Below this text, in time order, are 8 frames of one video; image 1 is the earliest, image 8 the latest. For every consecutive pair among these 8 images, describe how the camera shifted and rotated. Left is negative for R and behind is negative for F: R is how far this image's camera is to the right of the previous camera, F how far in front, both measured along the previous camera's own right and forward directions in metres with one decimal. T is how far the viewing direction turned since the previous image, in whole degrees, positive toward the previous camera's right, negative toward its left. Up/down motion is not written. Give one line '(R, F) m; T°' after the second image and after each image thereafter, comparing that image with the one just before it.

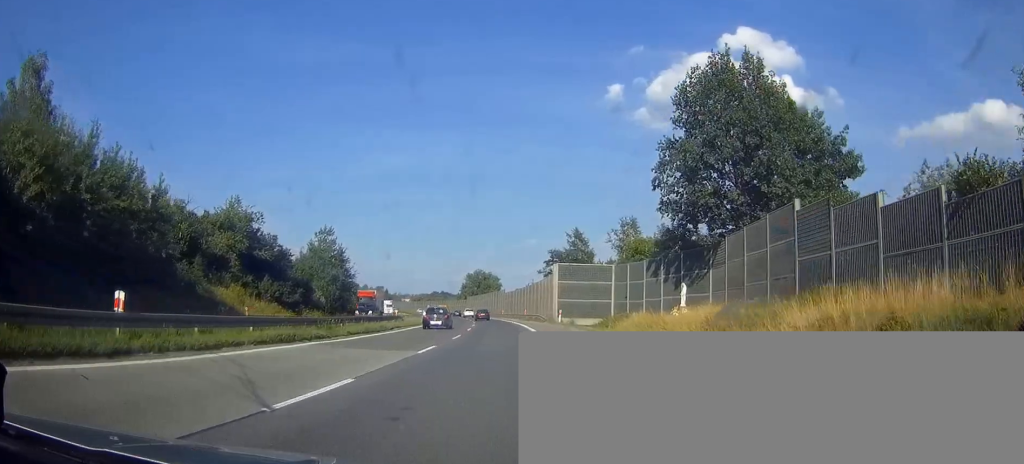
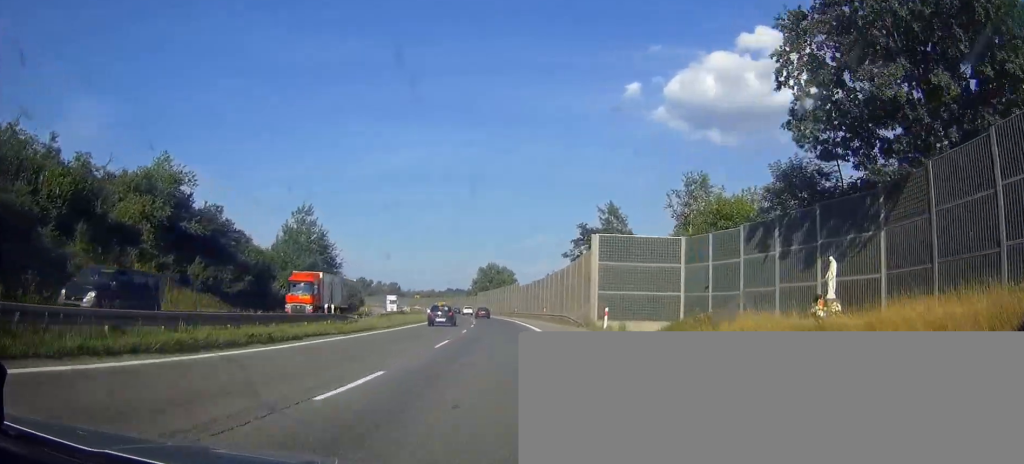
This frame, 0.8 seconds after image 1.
(-0.2, +20.8) m; -4°
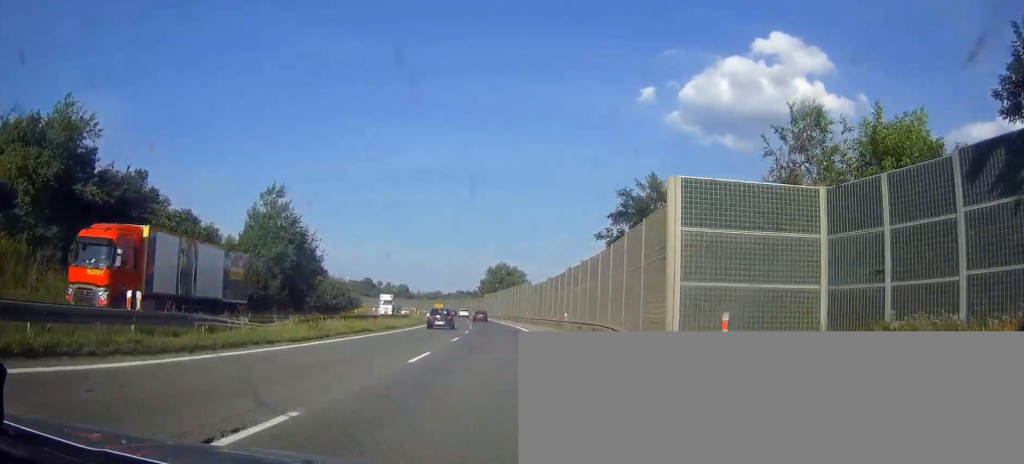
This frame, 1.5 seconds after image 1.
(-0.2, +17.3) m; -4°
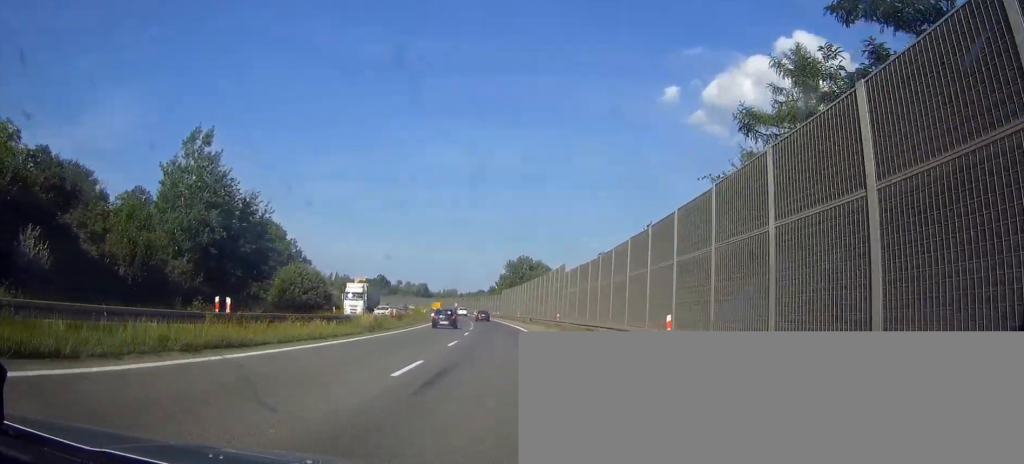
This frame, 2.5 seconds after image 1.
(-2.2, +26.9) m; -5°
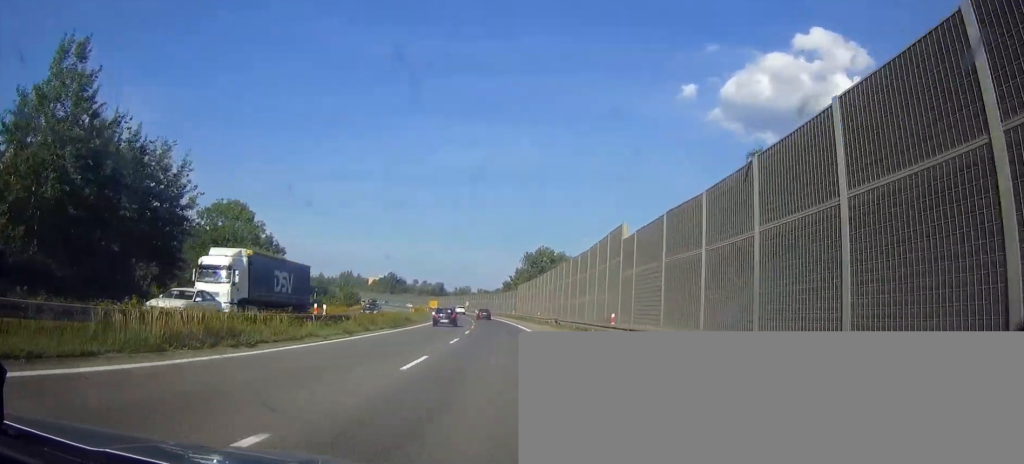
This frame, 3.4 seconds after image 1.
(0.0, +22.7) m; 0°
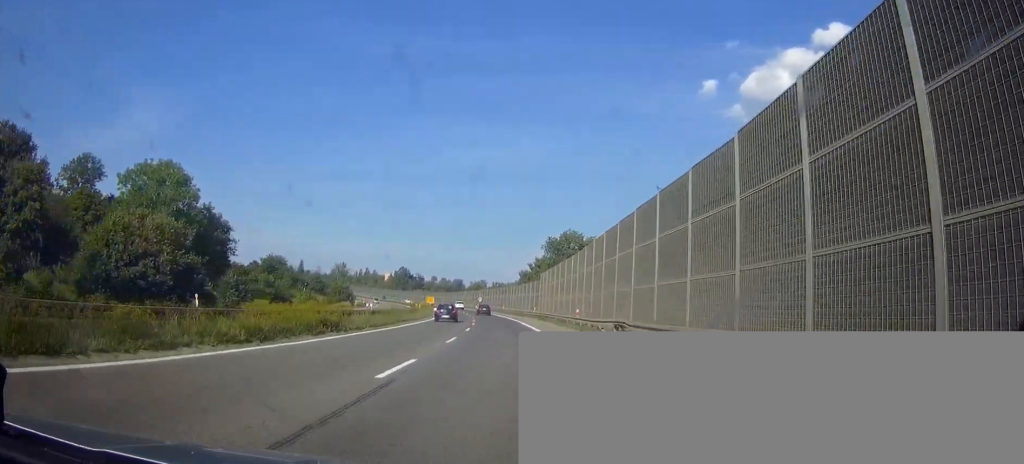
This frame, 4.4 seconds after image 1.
(0.0, +26.3) m; 0°
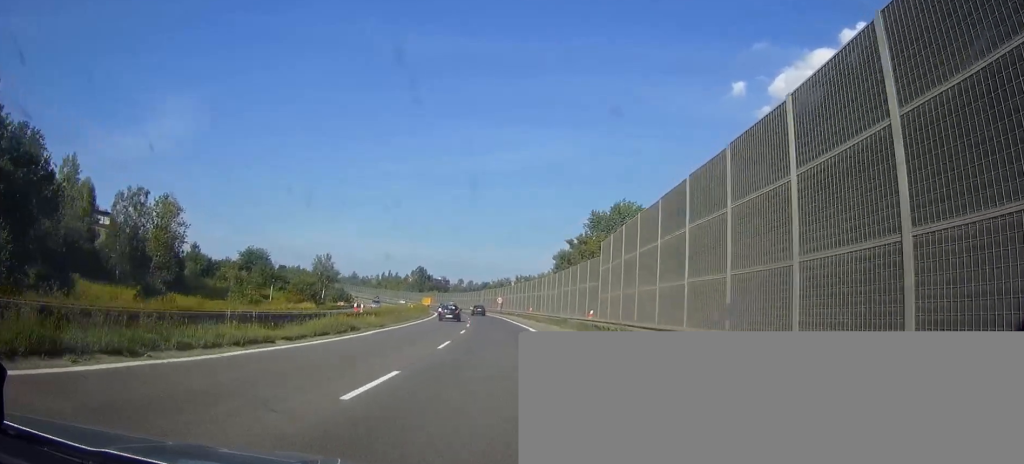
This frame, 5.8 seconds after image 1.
(0.0, +38.6) m; 0°
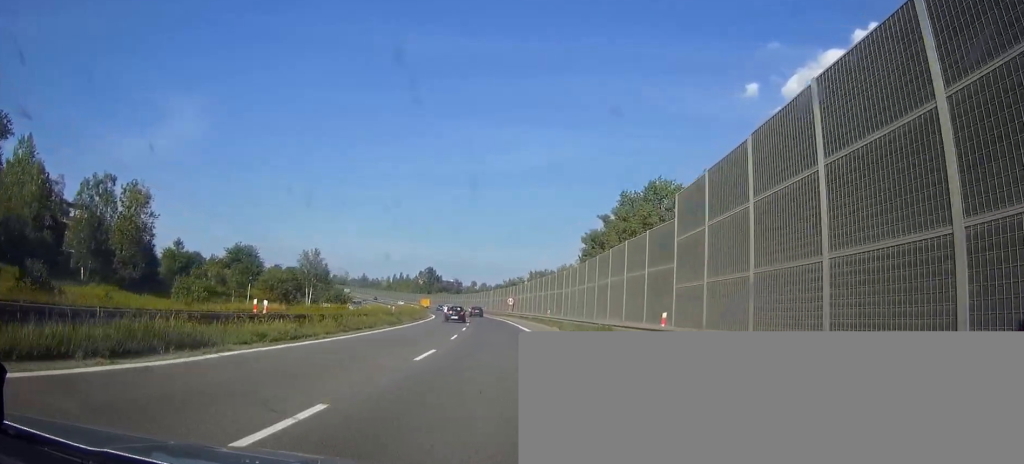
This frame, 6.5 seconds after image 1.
(0.0, +16.7) m; 0°
